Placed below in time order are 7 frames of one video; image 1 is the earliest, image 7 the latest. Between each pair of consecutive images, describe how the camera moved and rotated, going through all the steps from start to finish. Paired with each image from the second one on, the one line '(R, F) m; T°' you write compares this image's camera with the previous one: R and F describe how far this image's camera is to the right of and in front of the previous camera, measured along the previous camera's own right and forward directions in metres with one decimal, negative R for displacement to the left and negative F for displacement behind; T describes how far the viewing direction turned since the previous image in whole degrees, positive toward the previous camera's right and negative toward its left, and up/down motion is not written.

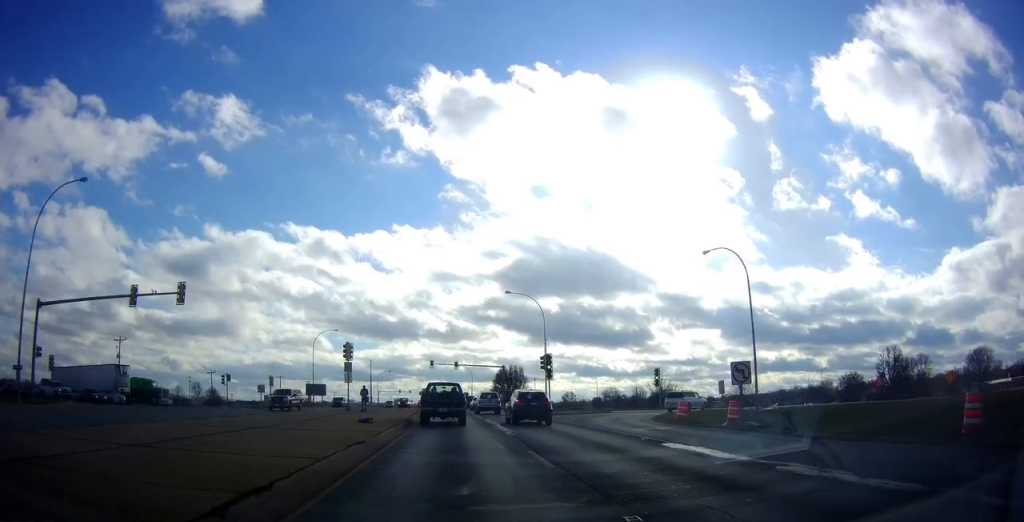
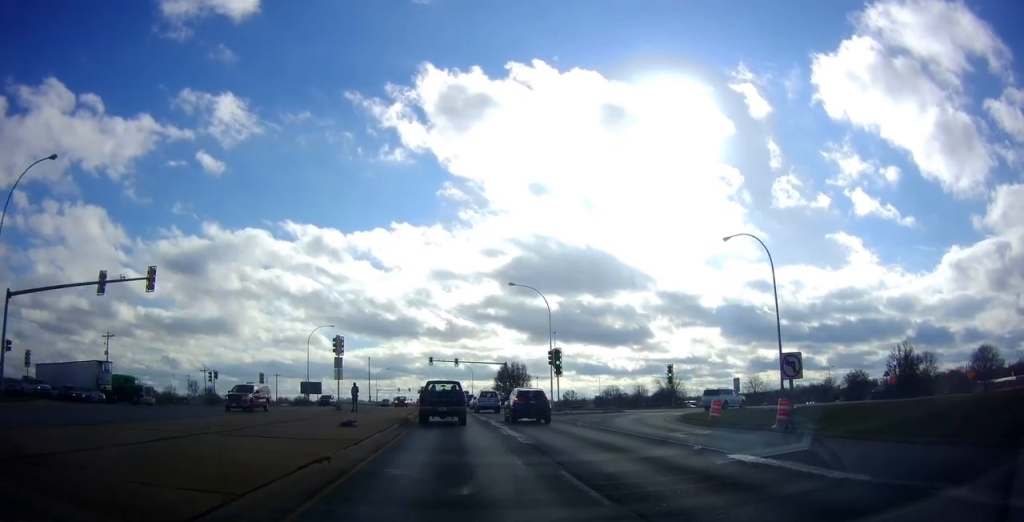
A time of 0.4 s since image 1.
(0.0, +4.6) m; 0°
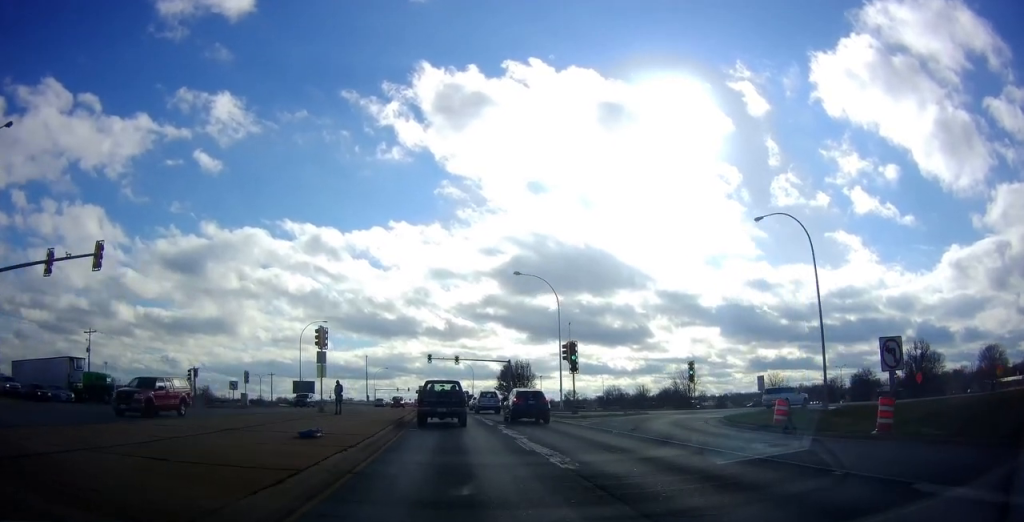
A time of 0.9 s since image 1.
(0.0, +5.8) m; 0°
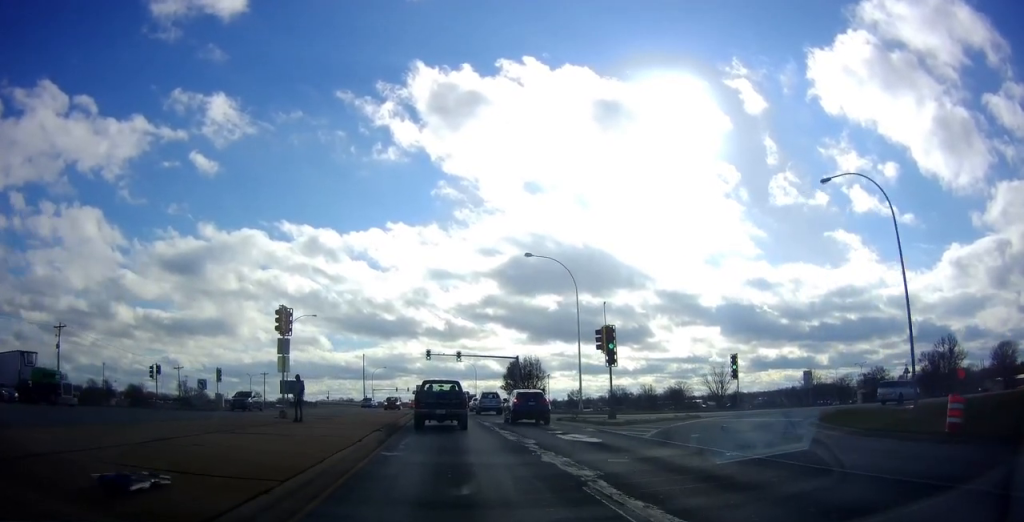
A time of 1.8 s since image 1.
(0.0, +9.8) m; 0°
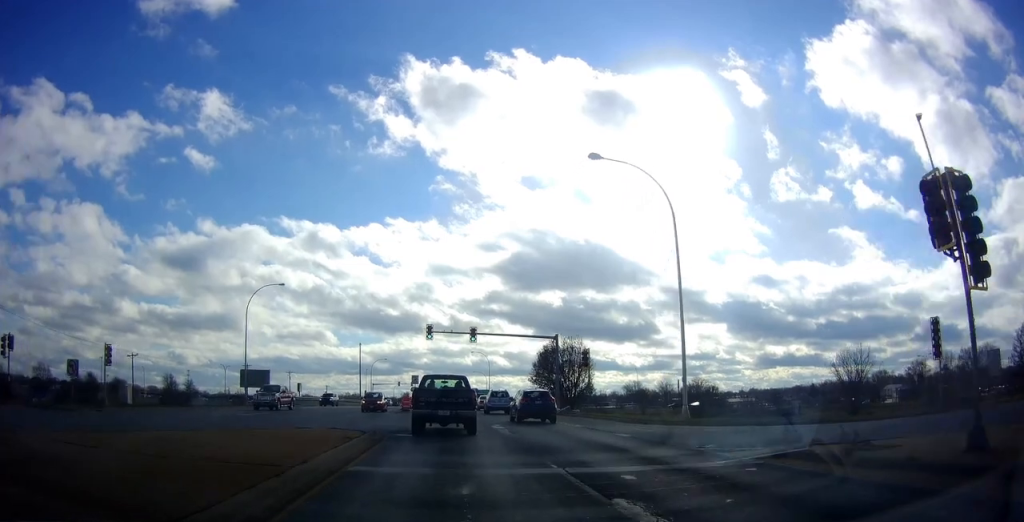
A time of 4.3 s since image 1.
(0.0, +26.9) m; +1°
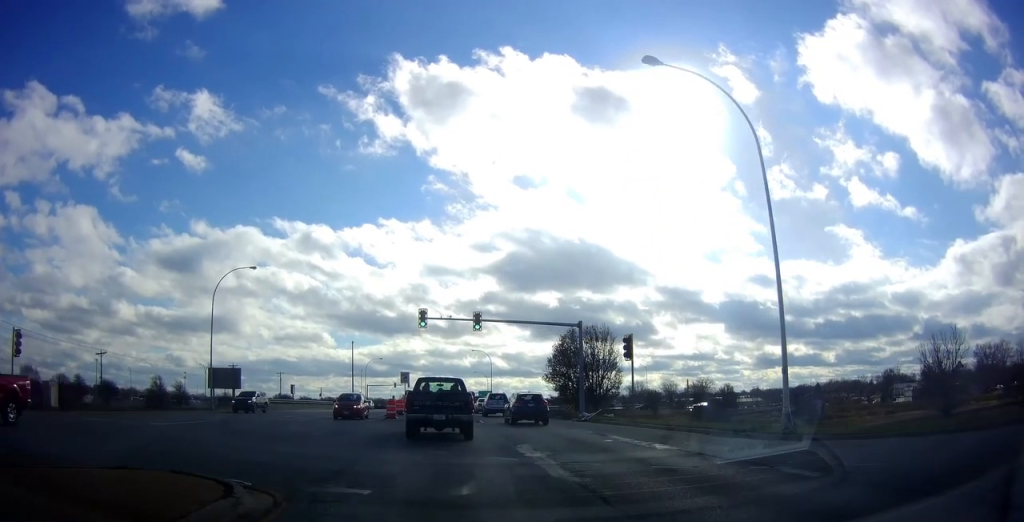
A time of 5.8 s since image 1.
(+0.1, +11.7) m; -2°
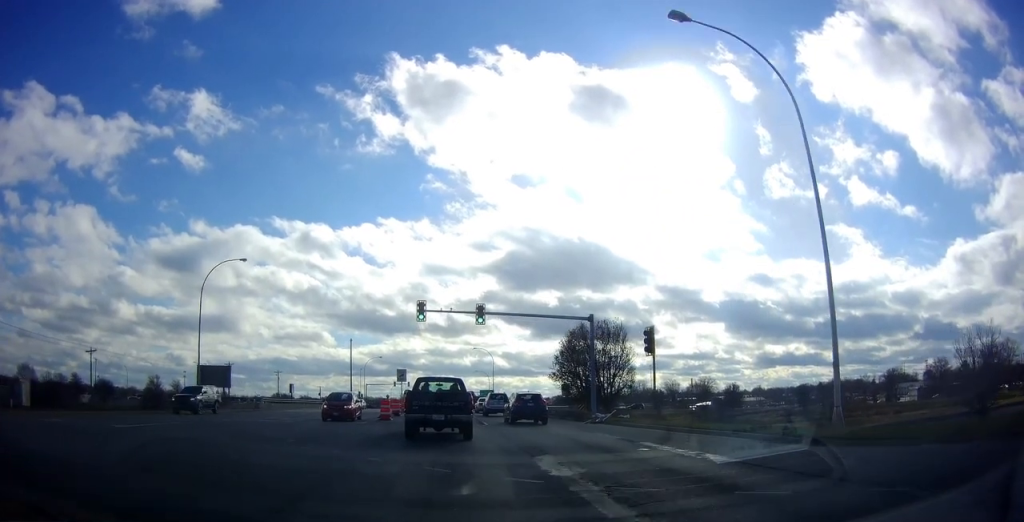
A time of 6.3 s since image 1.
(-0.1, +3.3) m; -1°
